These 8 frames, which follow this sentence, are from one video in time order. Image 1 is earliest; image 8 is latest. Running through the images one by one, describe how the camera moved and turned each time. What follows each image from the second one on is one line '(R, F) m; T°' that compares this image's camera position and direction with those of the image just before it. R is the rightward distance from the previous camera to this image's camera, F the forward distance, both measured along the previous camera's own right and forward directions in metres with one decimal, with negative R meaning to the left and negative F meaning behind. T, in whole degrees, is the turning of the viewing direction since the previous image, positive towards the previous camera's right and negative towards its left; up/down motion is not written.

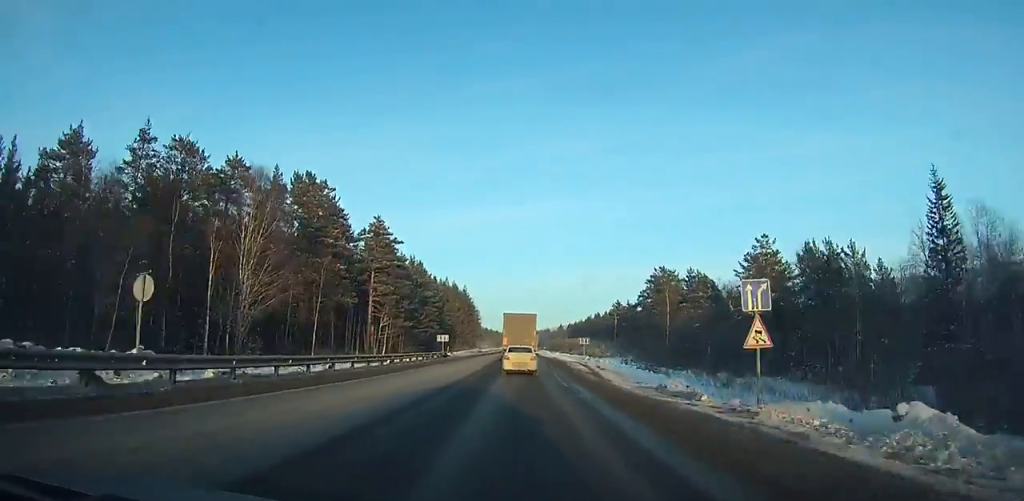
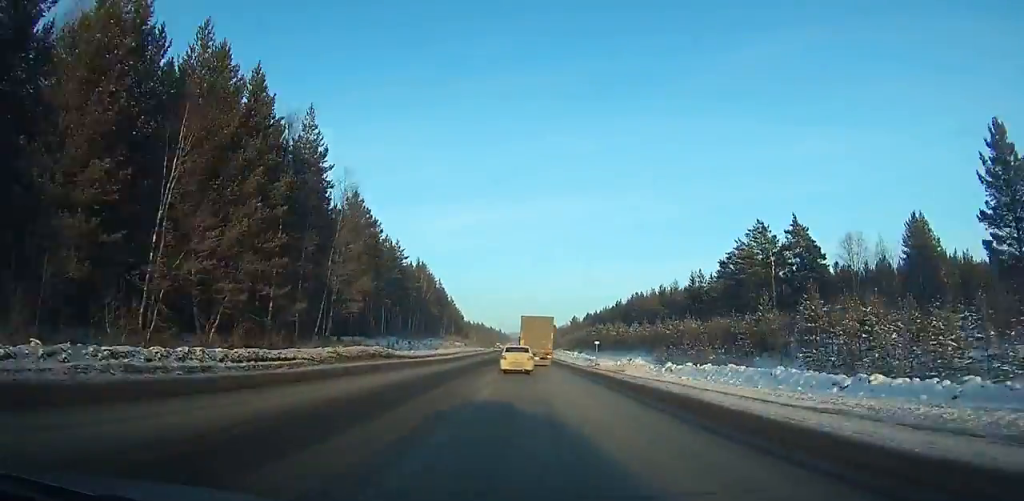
(-1.9, +127.5) m; -1°
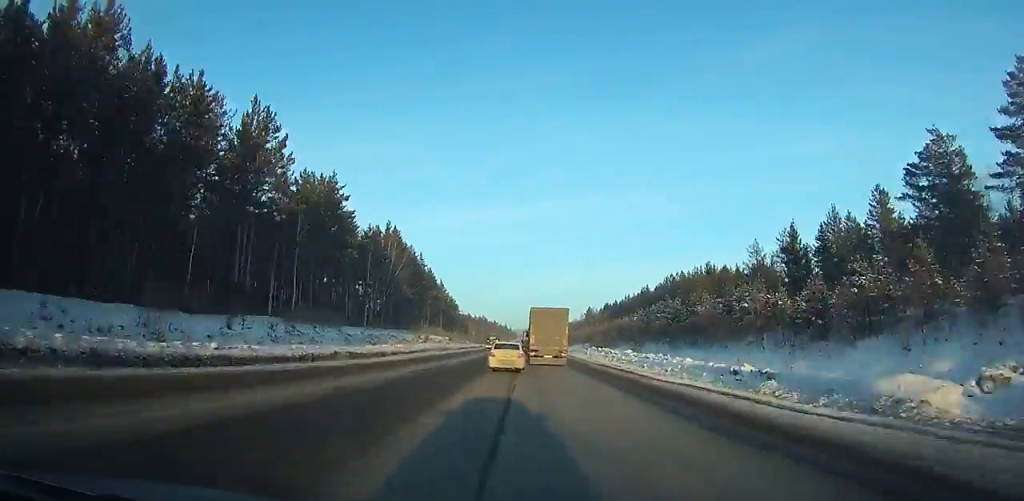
(-0.1, +50.6) m; 0°
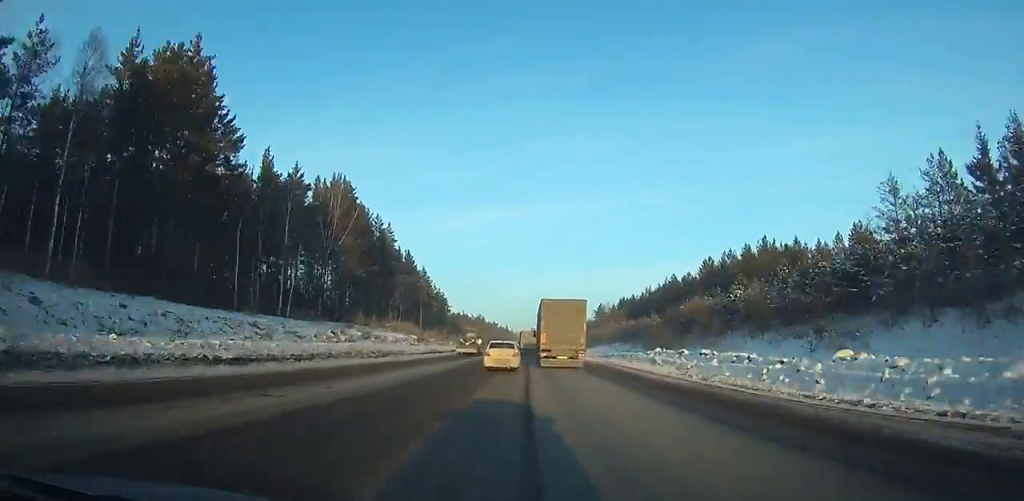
(-0.1, +40.7) m; 0°
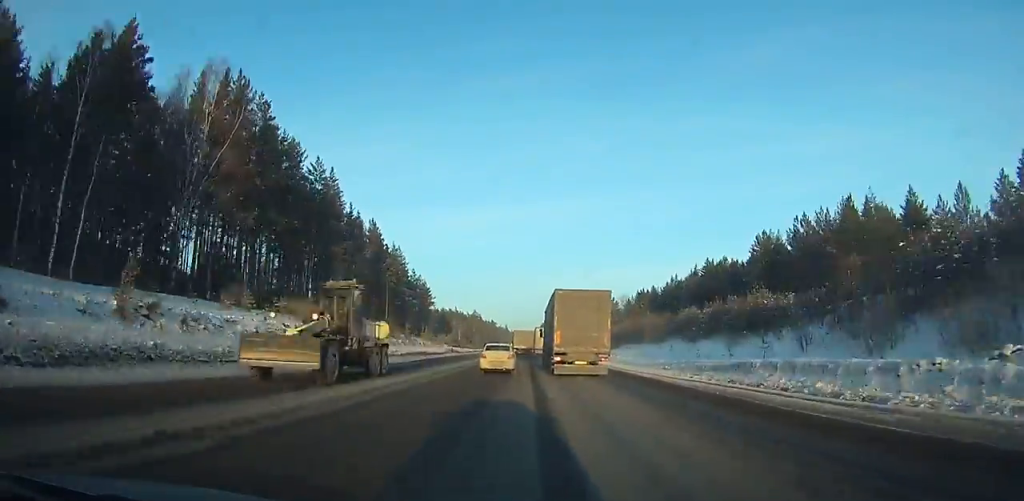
(0.0, +38.5) m; 0°
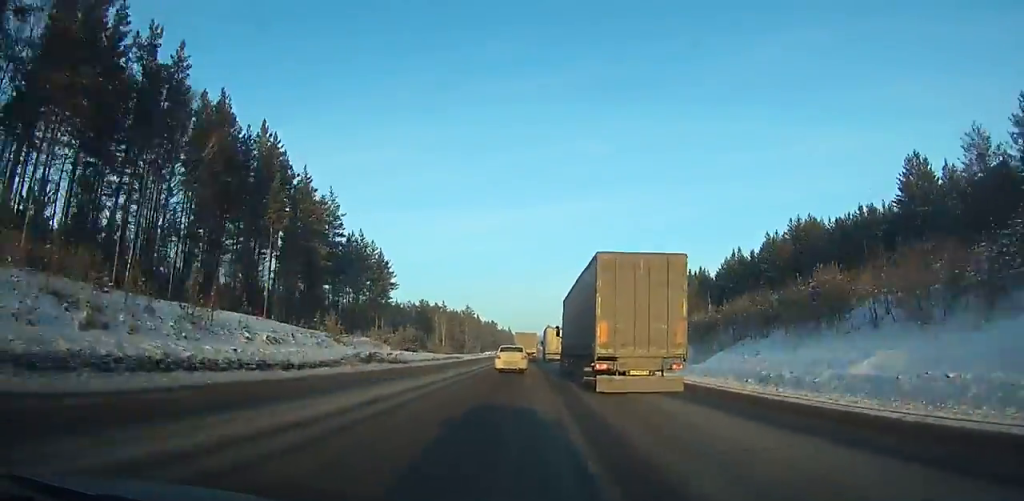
(0.0, +53.5) m; 0°
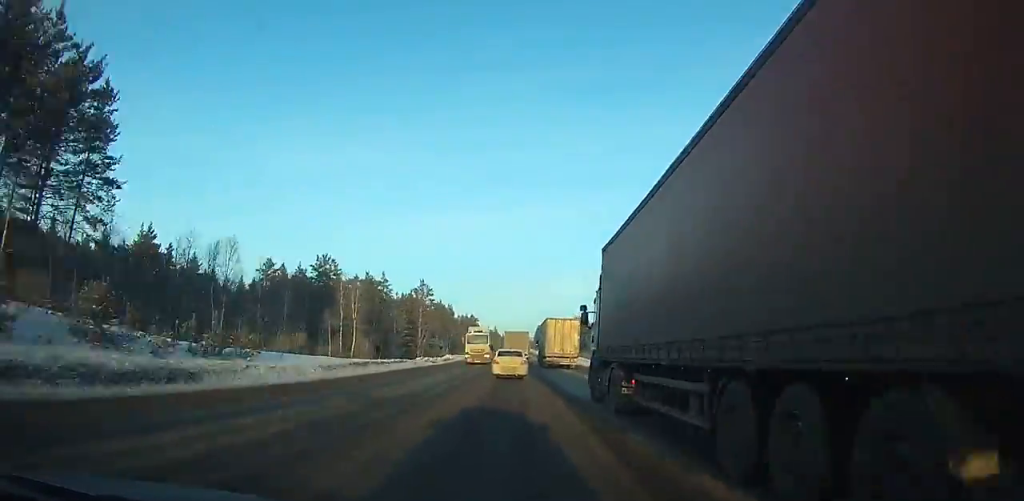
(+0.1, +80.9) m; 0°
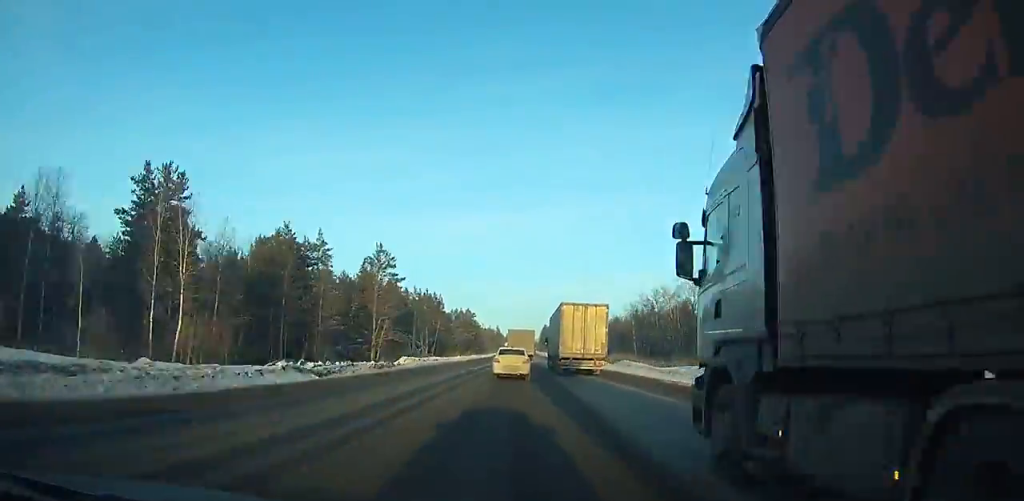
(0.0, +48.0) m; 0°
